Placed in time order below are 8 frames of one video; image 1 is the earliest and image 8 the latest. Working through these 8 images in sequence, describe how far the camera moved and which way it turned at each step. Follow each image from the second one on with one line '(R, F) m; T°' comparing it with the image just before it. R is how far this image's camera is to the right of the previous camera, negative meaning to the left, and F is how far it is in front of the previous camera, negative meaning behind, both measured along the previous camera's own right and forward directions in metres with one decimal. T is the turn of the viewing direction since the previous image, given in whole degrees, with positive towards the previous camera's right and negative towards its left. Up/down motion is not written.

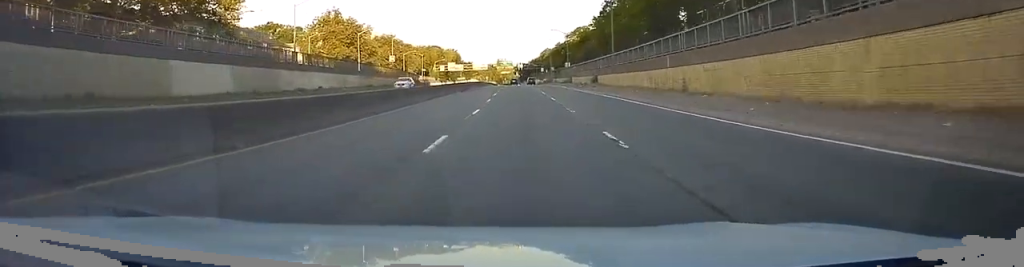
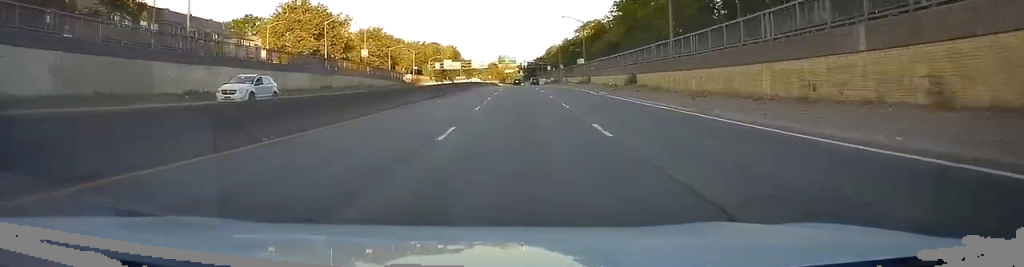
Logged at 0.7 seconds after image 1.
(0.0, +20.6) m; 0°
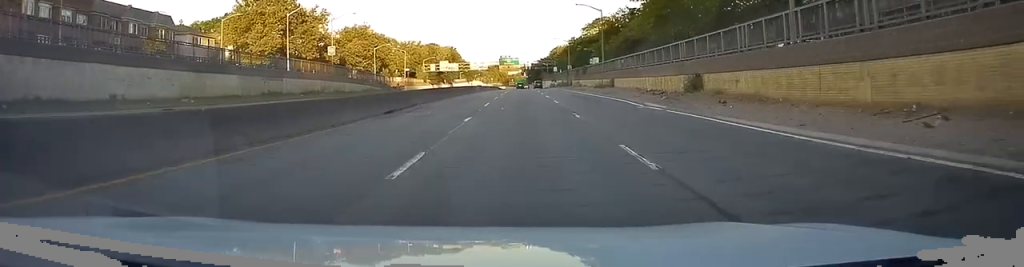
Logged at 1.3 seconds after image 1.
(0.0, +15.7) m; -1°
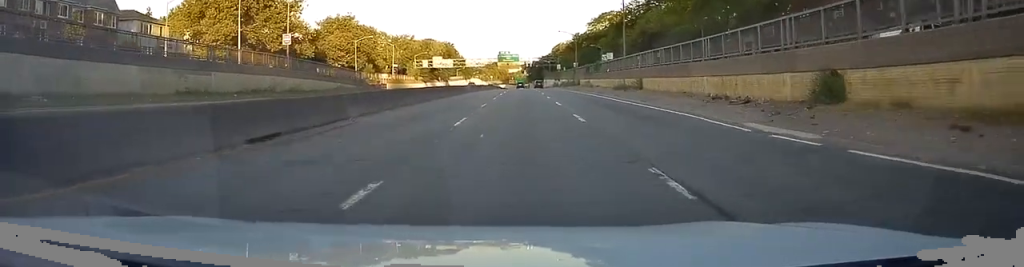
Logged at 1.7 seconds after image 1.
(0.0, +13.3) m; 0°
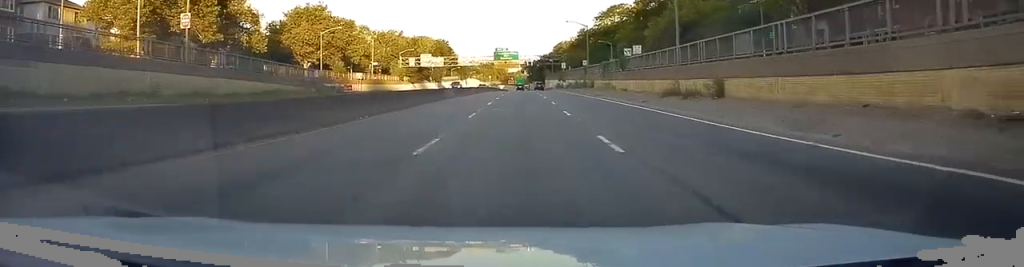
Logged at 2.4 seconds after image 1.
(-0.3, +17.6) m; 0°
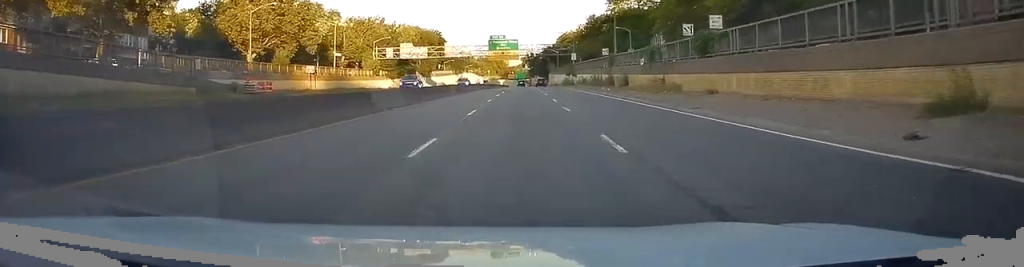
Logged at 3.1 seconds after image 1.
(+0.2, +22.9) m; +1°
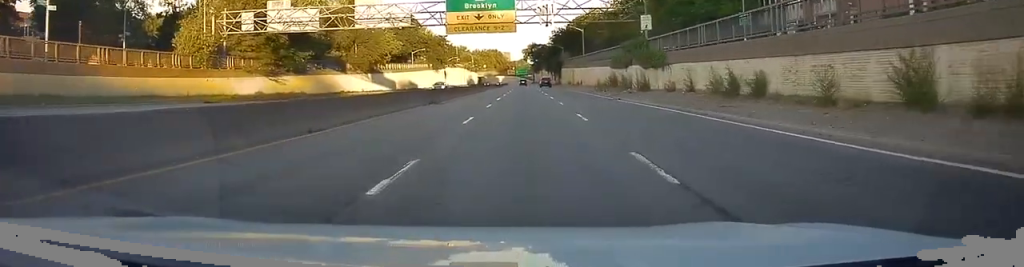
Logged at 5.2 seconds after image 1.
(-0.2, +59.2) m; -1°
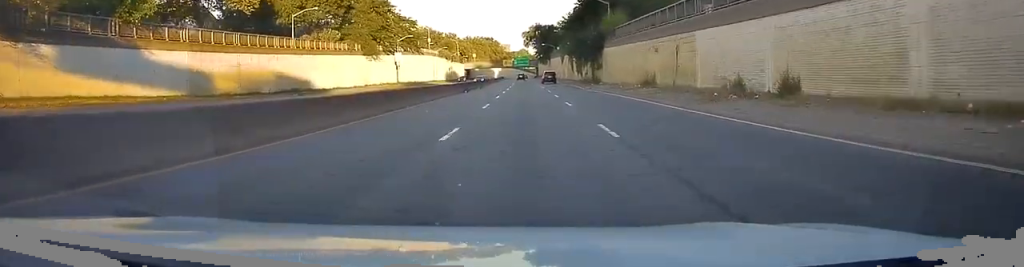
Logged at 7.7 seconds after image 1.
(-0.1, +72.9) m; 0°
